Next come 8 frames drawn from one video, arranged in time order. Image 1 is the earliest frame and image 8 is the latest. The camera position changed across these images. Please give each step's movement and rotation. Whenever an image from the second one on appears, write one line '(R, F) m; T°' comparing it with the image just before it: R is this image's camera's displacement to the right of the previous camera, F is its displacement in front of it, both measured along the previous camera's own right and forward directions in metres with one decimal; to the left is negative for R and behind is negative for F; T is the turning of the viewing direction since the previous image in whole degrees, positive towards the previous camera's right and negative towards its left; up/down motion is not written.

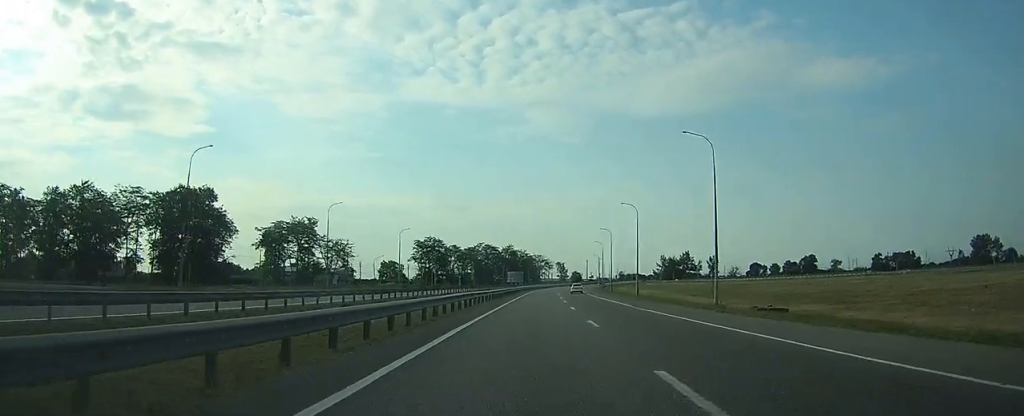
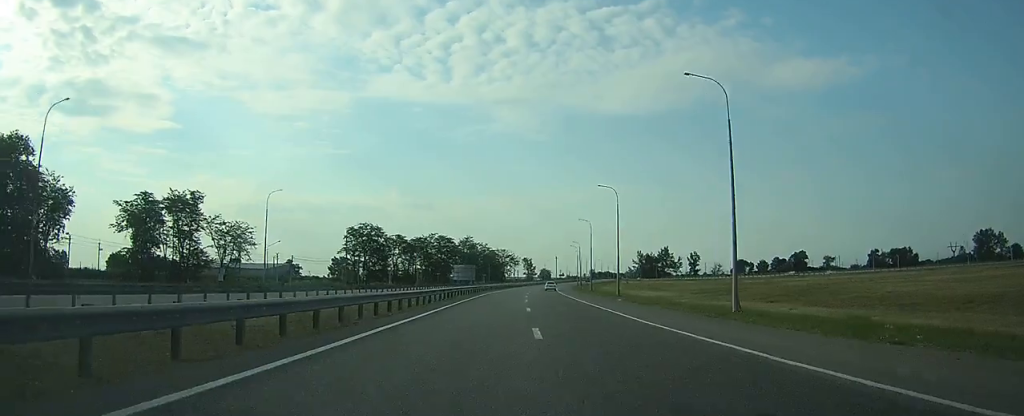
(+1.5, +40.2) m; +3°
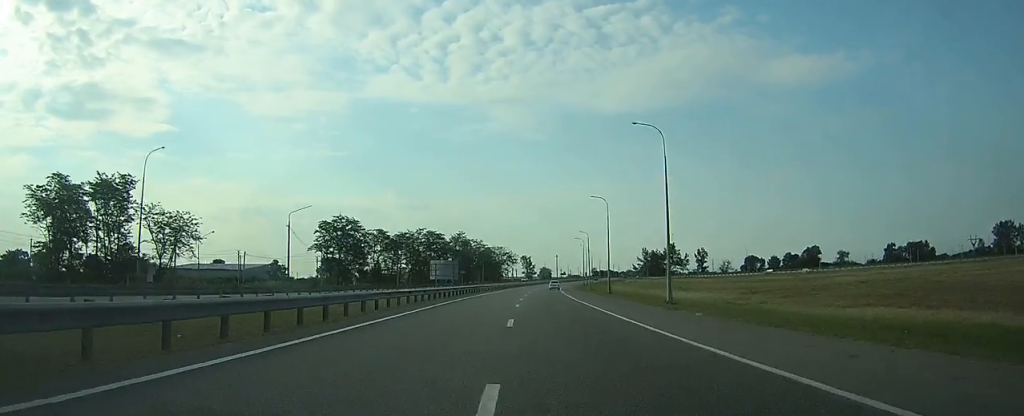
(+0.2, +21.0) m; +1°
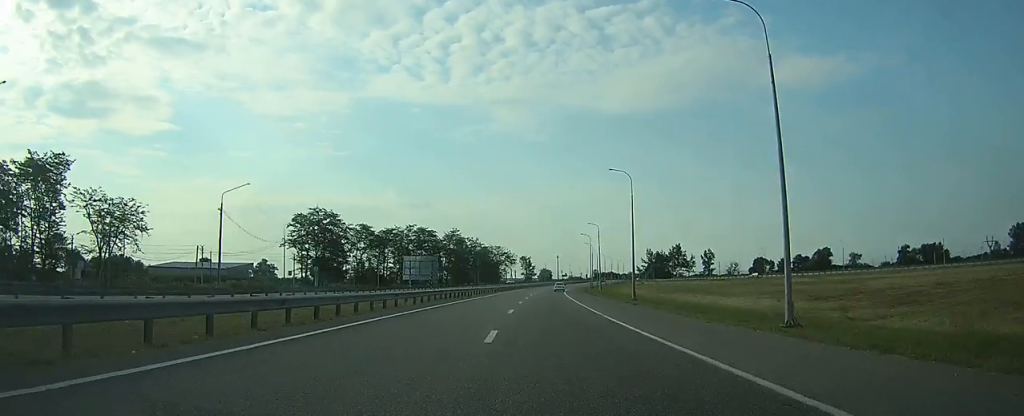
(-0.1, +15.8) m; 0°
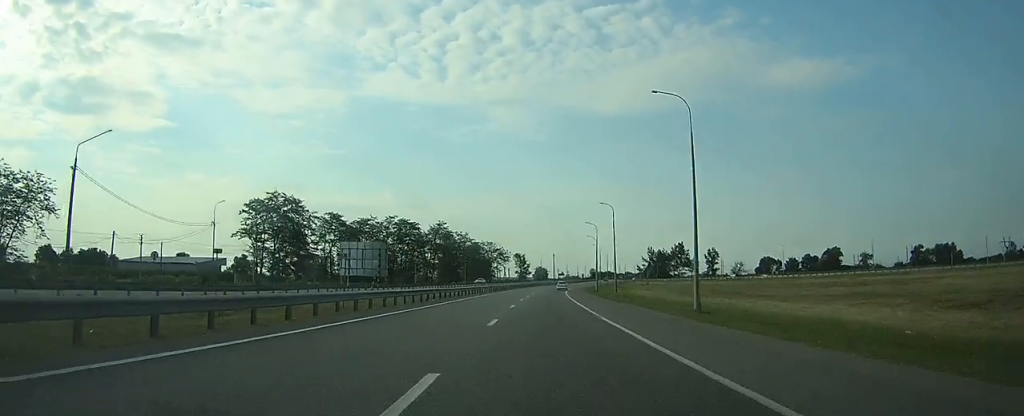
(+0.3, +19.3) m; +1°
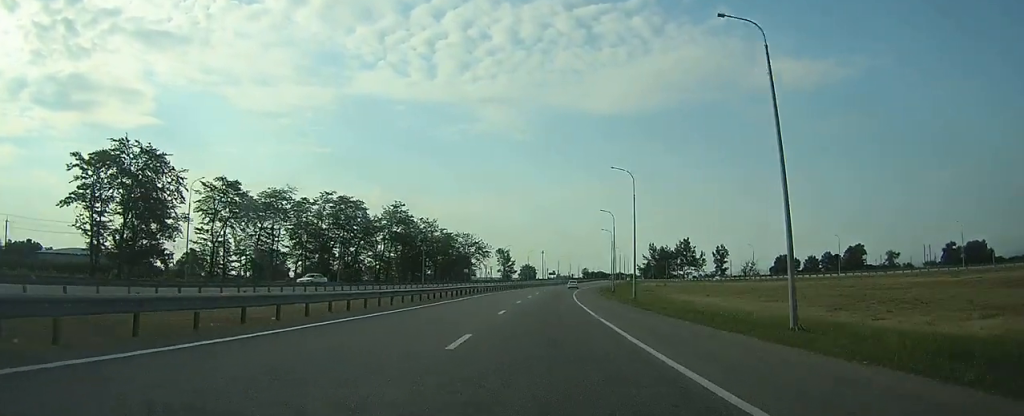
(+0.5, +42.1) m; +1°
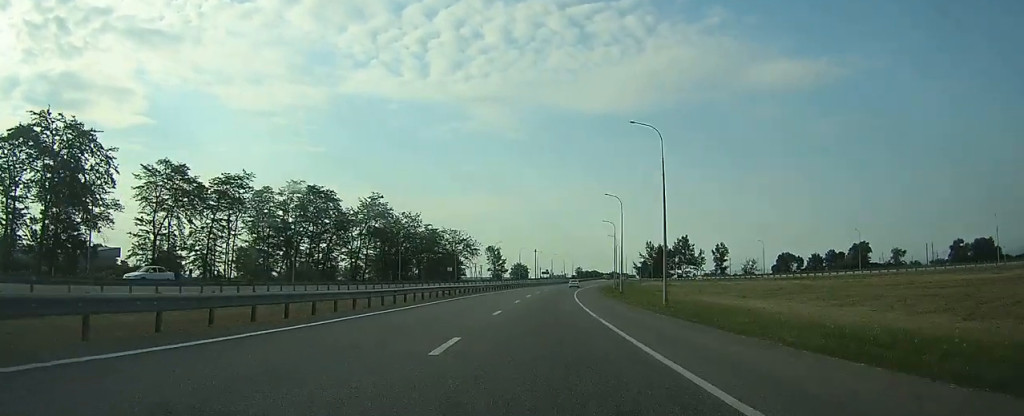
(0.0, +13.1) m; +1°
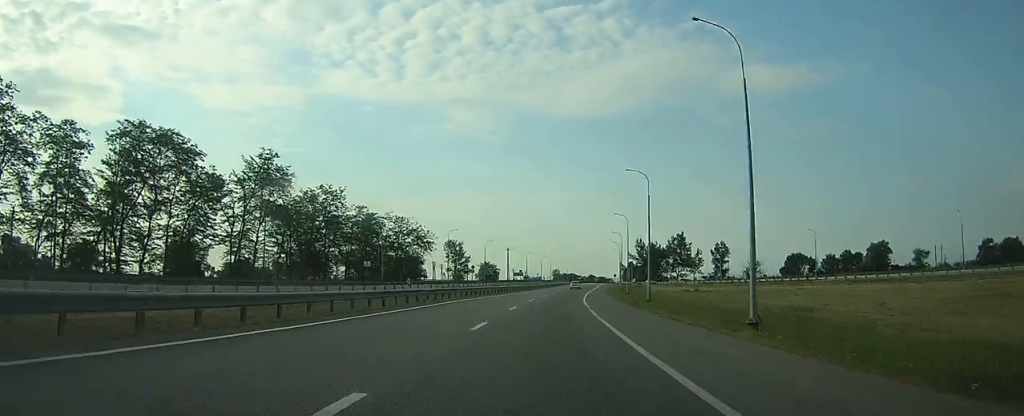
(+0.7, +42.4) m; +2°
